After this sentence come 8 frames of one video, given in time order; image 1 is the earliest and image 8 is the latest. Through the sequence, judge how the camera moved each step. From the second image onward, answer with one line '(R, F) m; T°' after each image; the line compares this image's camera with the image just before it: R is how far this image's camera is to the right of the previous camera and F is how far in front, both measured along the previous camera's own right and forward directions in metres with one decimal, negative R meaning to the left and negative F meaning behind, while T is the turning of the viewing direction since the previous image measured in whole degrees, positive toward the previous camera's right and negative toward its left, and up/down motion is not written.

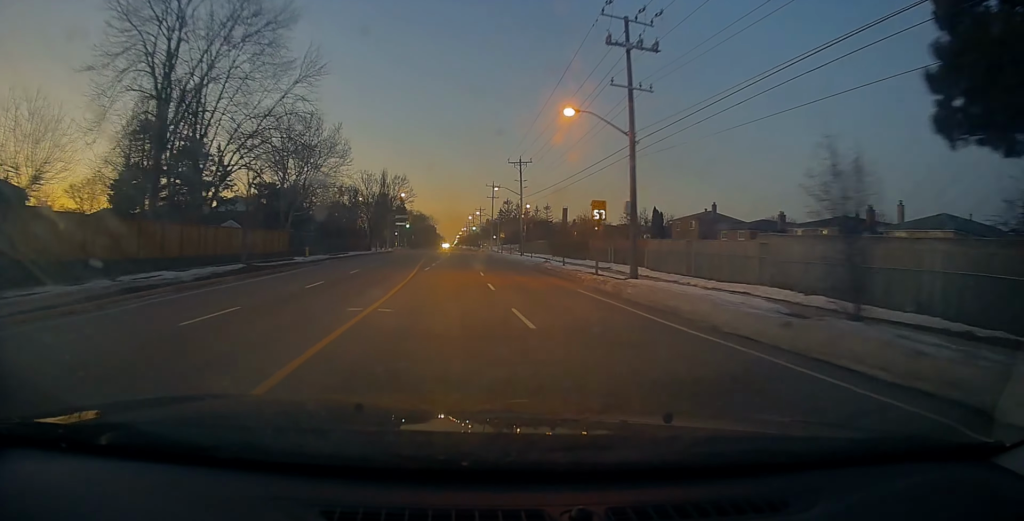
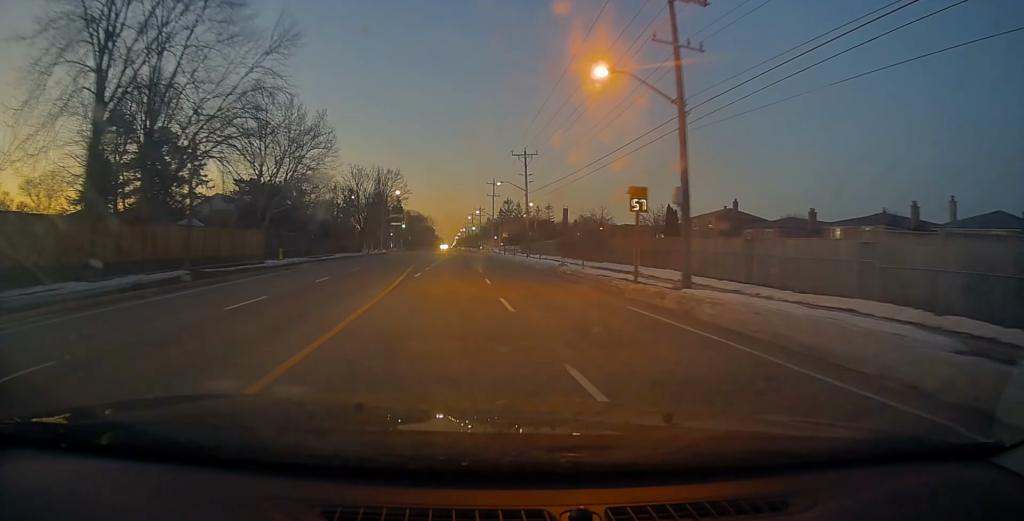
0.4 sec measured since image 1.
(0.0, +6.6) m; 0°
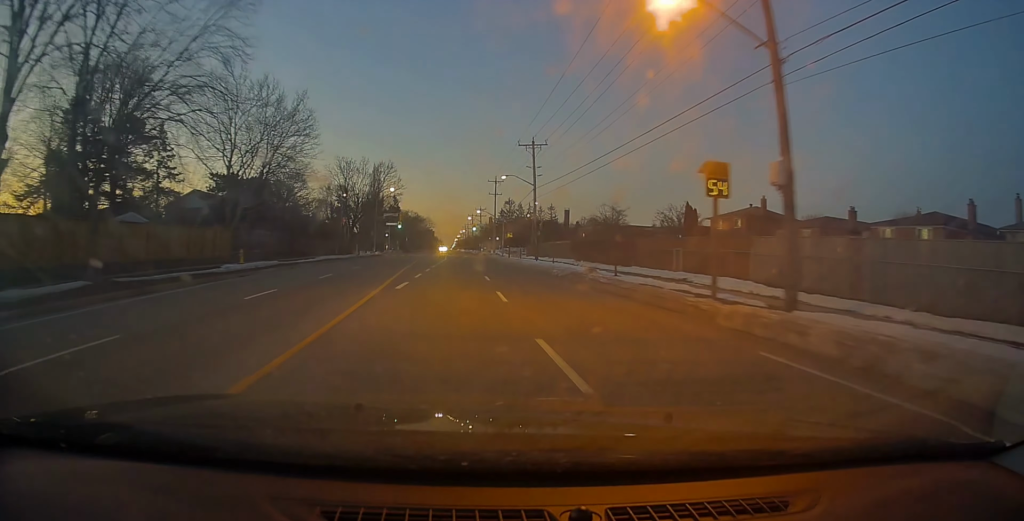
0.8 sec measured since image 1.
(-0.1, +7.1) m; 0°
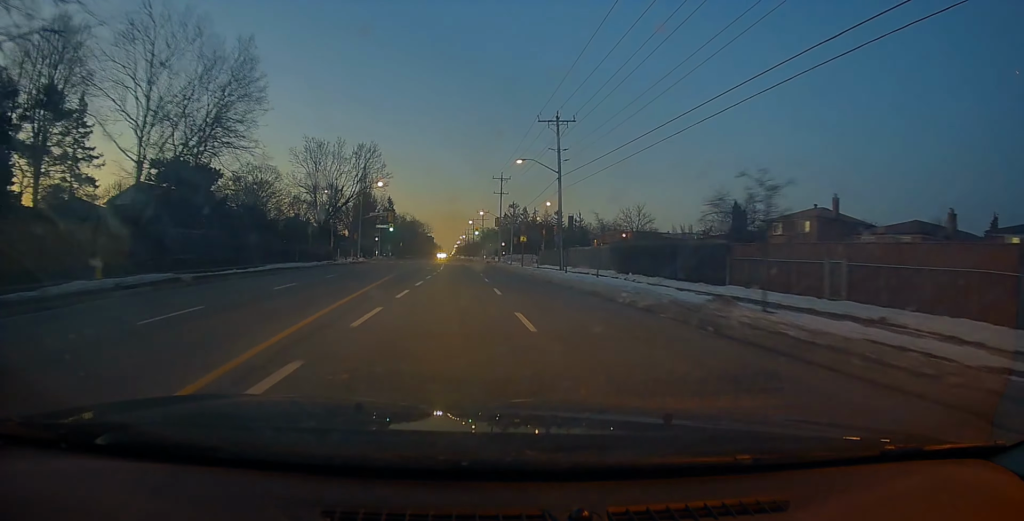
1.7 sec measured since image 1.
(0.0, +13.7) m; 0°
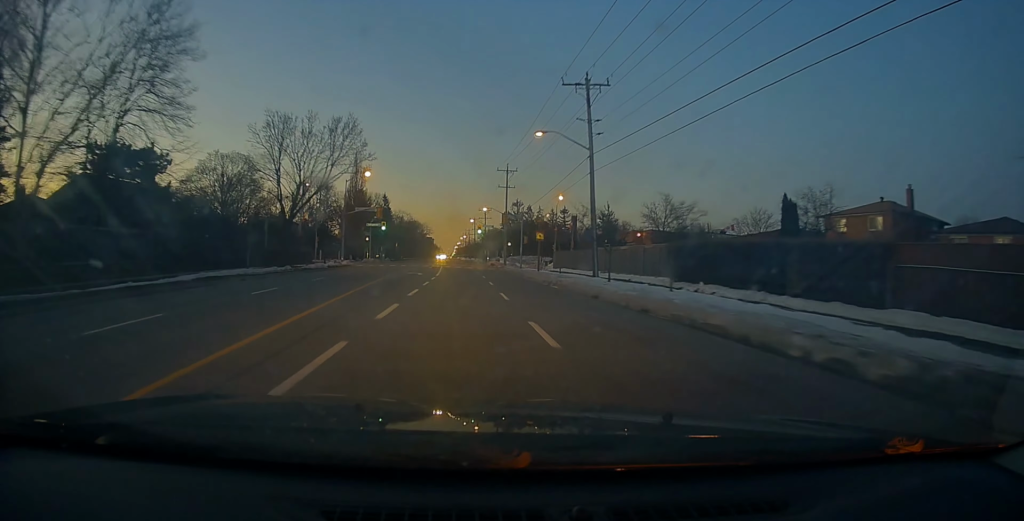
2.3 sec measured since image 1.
(+0.1, +10.4) m; 0°
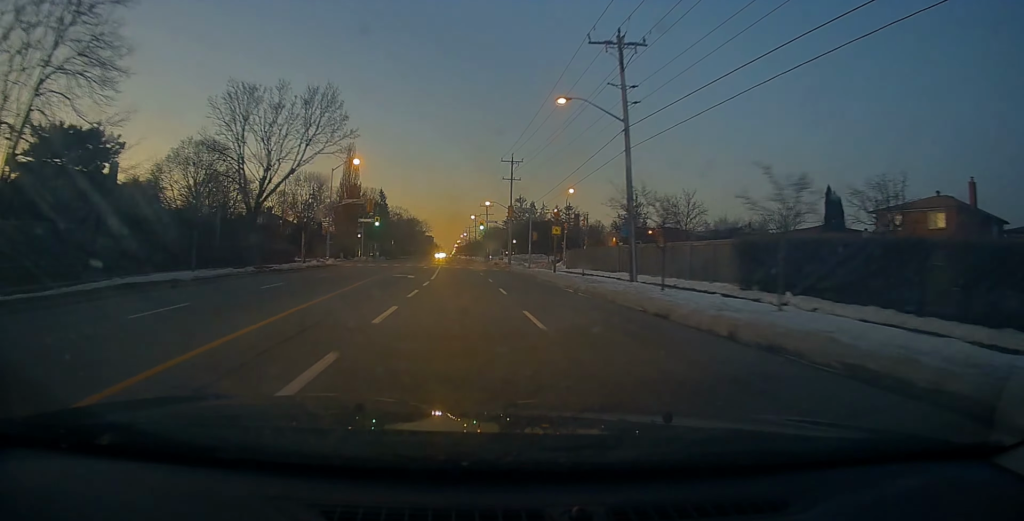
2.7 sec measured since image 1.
(-0.1, +7.1) m; 0°
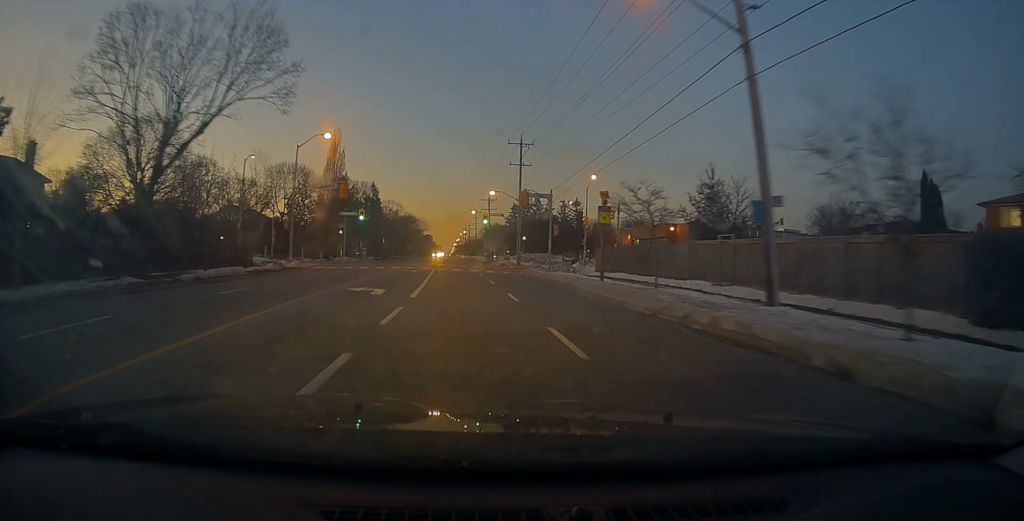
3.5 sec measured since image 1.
(-0.1, +12.0) m; 0°
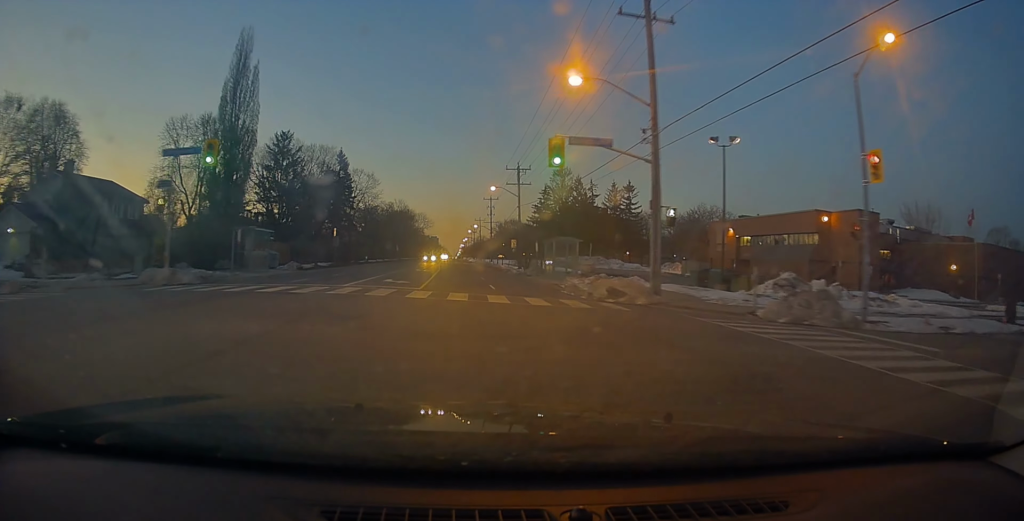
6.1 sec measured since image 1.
(-0.2, +42.9) m; 0°
